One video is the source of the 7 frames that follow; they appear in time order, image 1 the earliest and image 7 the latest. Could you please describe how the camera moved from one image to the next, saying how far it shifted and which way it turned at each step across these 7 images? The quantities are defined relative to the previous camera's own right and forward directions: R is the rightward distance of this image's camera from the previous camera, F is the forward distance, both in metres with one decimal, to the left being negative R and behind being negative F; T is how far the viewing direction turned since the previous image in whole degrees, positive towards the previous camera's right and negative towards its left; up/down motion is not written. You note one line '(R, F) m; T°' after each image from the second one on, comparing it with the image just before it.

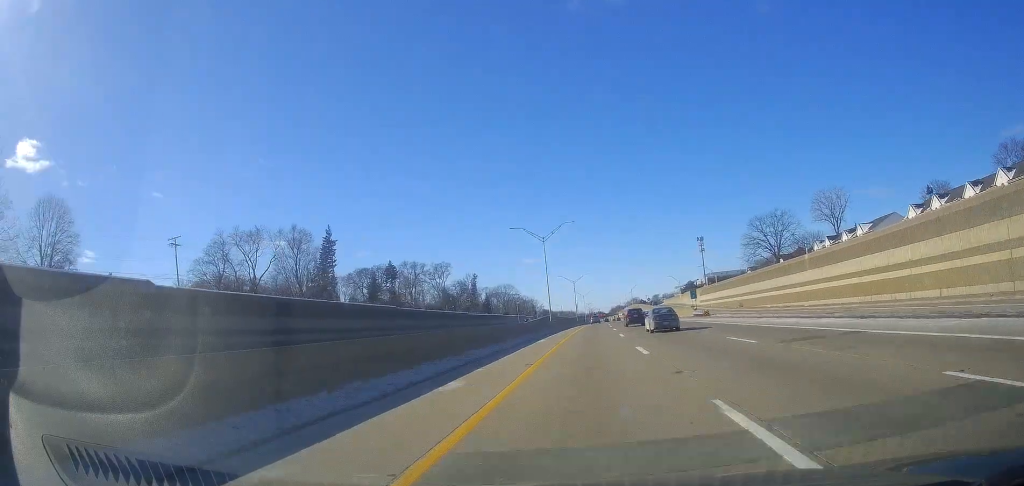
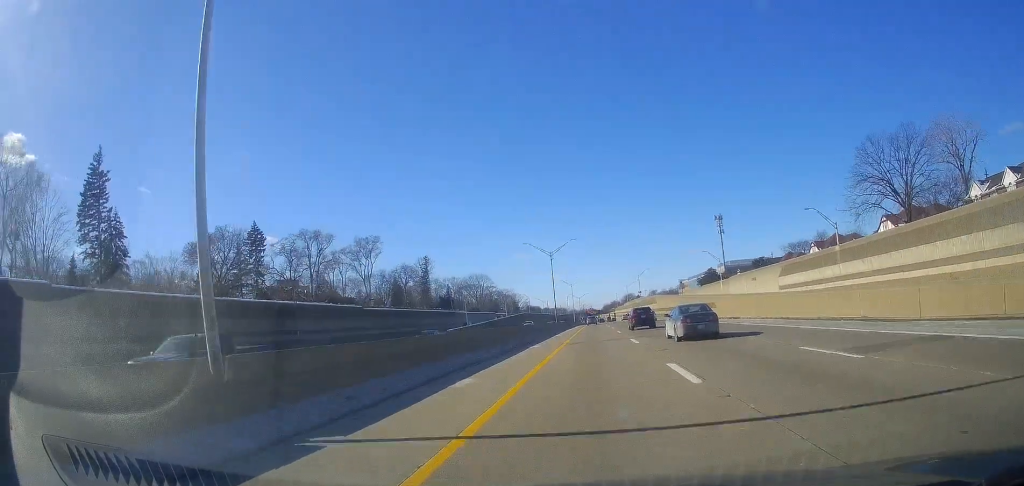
(+1.0, +69.5) m; +1°
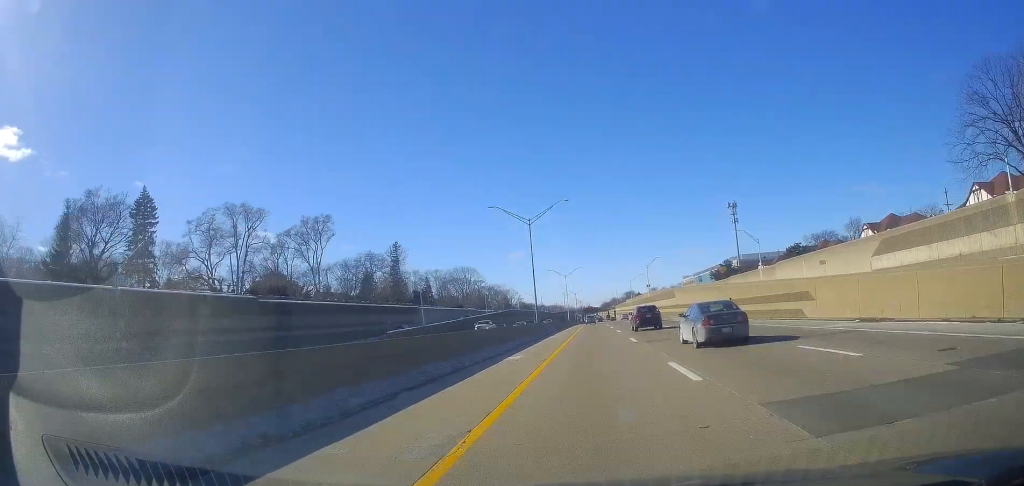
(-0.1, +30.2) m; 0°
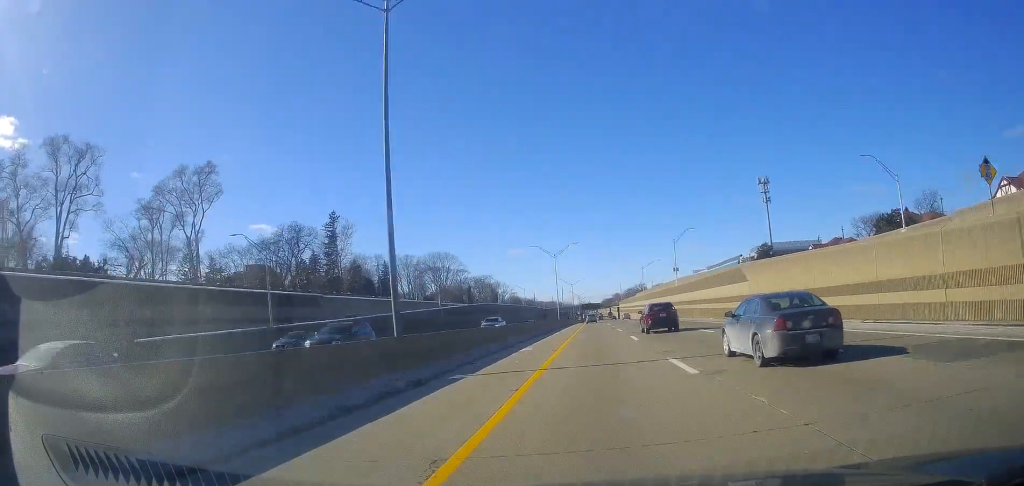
(-0.3, +44.8) m; 0°
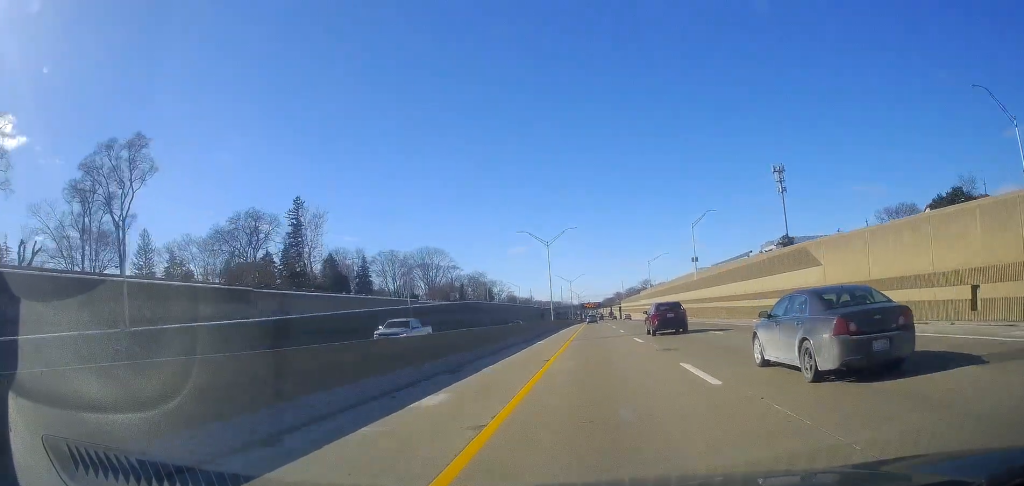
(+0.1, +17.2) m; 0°
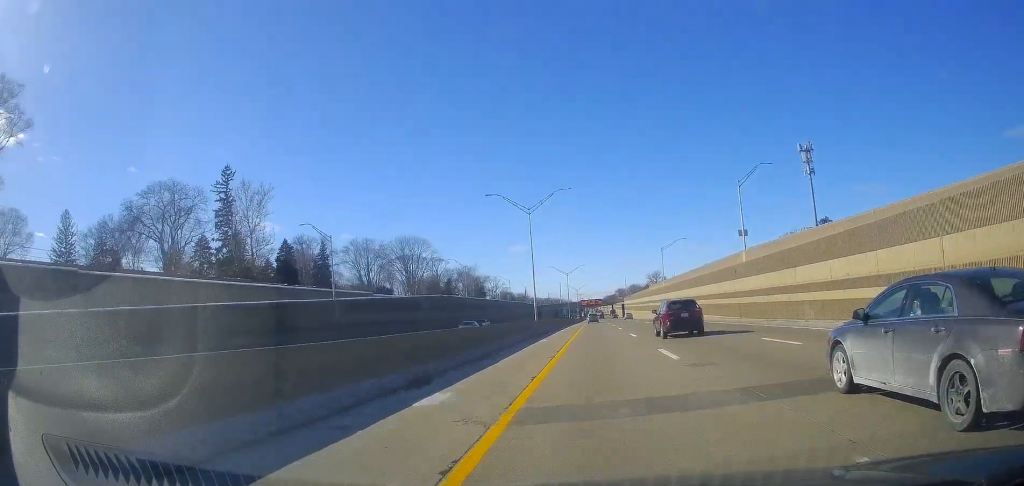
(+0.1, +25.5) m; 0°
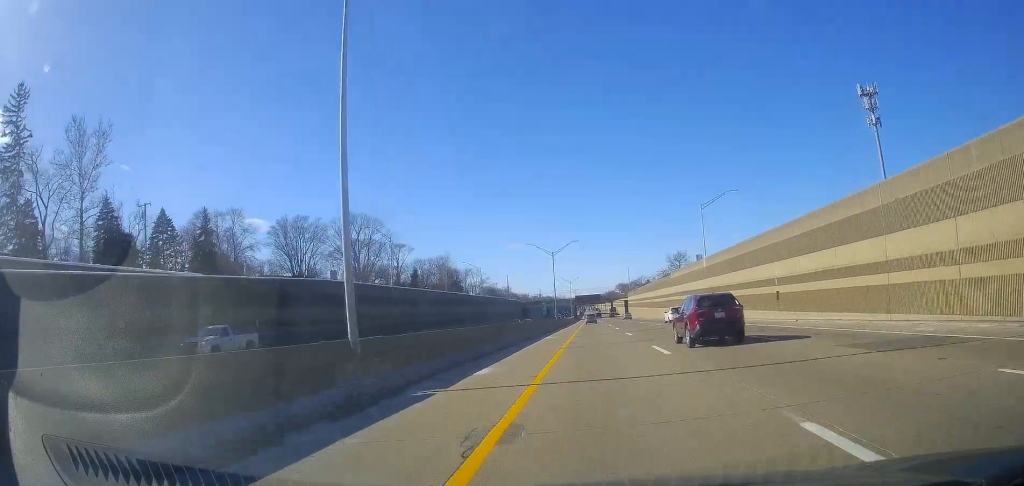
(-0.3, +44.4) m; 0°
